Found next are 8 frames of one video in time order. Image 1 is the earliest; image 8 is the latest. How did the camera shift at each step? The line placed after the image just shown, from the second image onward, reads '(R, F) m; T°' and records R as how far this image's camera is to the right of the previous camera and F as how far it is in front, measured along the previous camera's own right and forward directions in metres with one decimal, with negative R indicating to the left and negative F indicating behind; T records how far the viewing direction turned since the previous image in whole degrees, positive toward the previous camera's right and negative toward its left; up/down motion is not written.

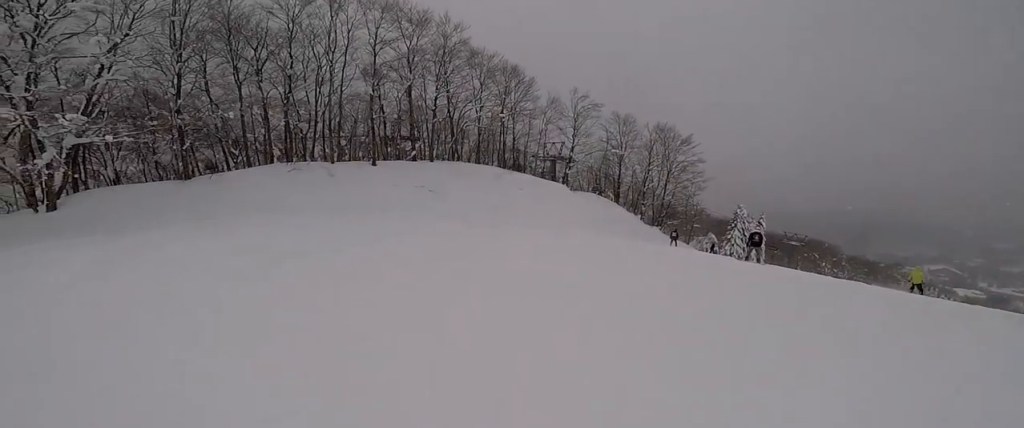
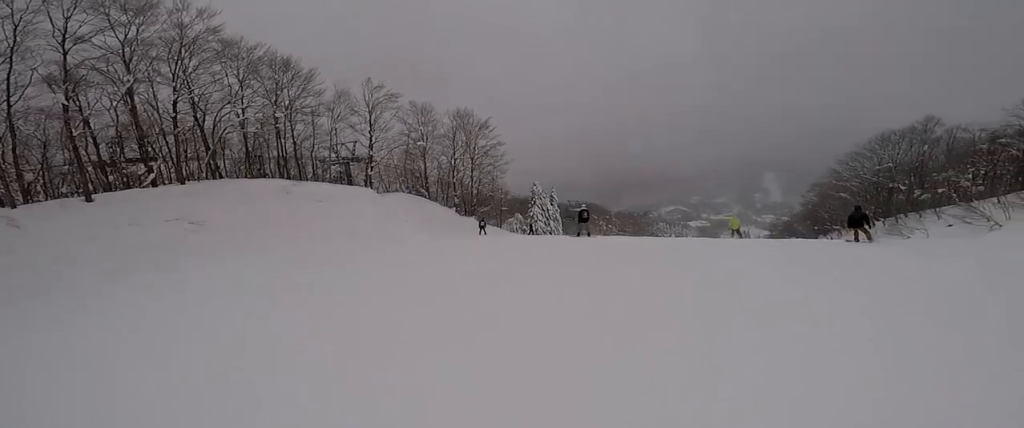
(+0.3, +4.1) m; +18°
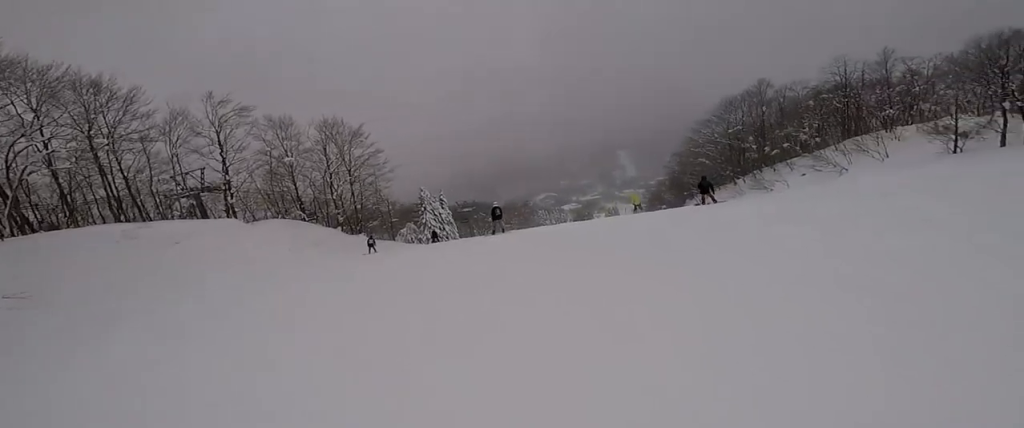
(-0.2, +2.5) m; +22°
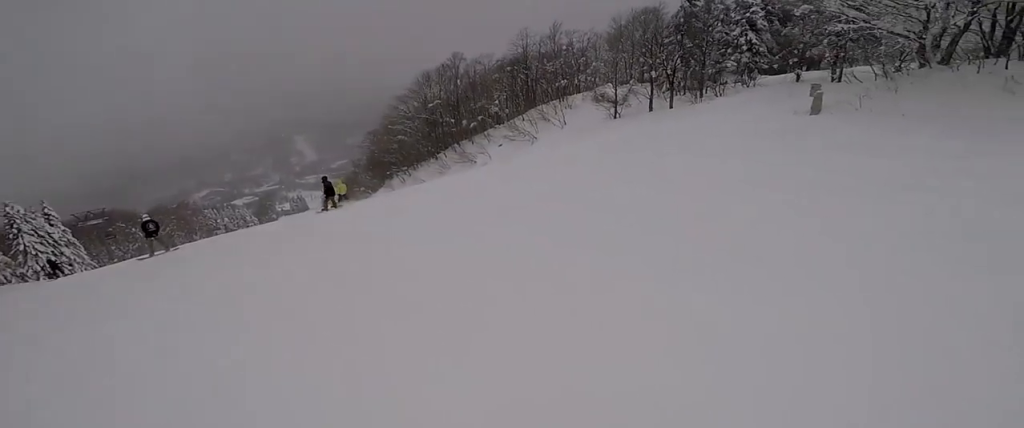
(+3.0, +4.0) m; +55°
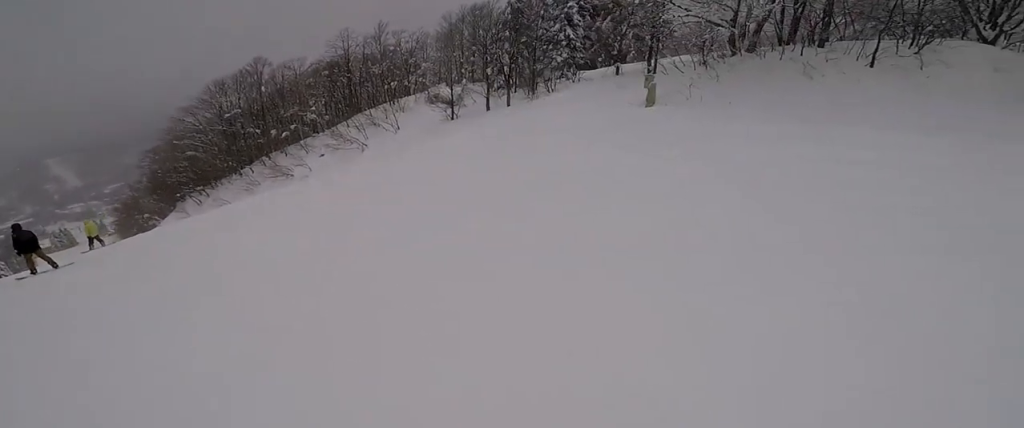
(+0.4, +2.7) m; +21°
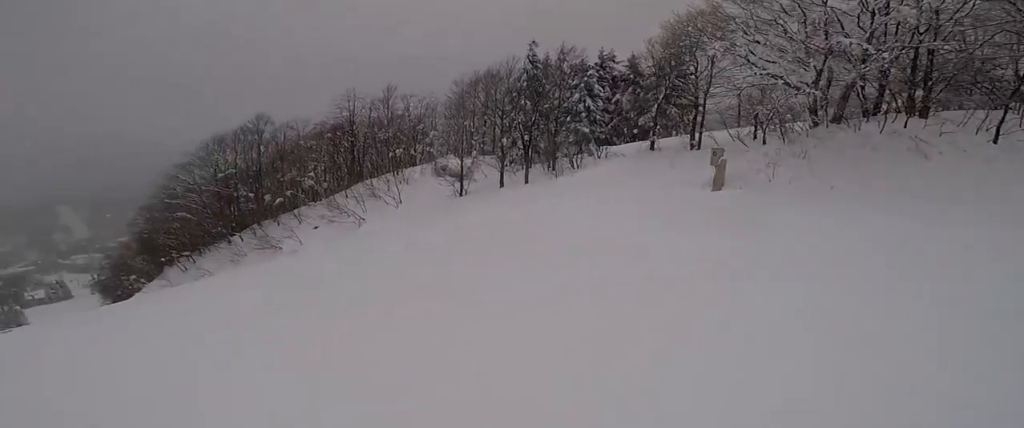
(+0.8, +4.7) m; -16°
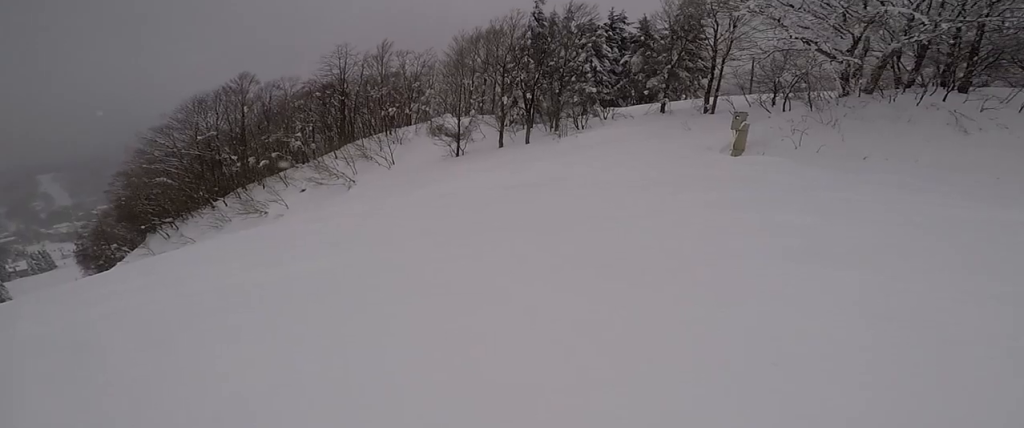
(-0.1, +1.2) m; -14°
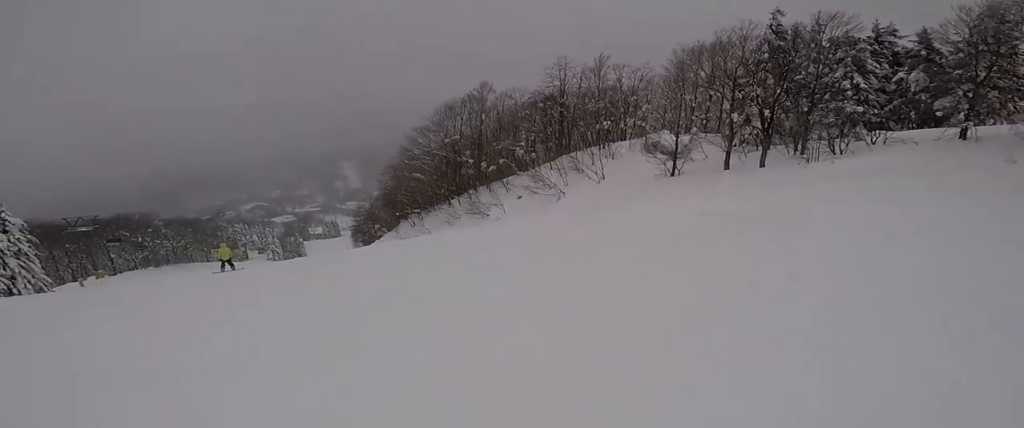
(-0.5, +1.6) m; -17°
